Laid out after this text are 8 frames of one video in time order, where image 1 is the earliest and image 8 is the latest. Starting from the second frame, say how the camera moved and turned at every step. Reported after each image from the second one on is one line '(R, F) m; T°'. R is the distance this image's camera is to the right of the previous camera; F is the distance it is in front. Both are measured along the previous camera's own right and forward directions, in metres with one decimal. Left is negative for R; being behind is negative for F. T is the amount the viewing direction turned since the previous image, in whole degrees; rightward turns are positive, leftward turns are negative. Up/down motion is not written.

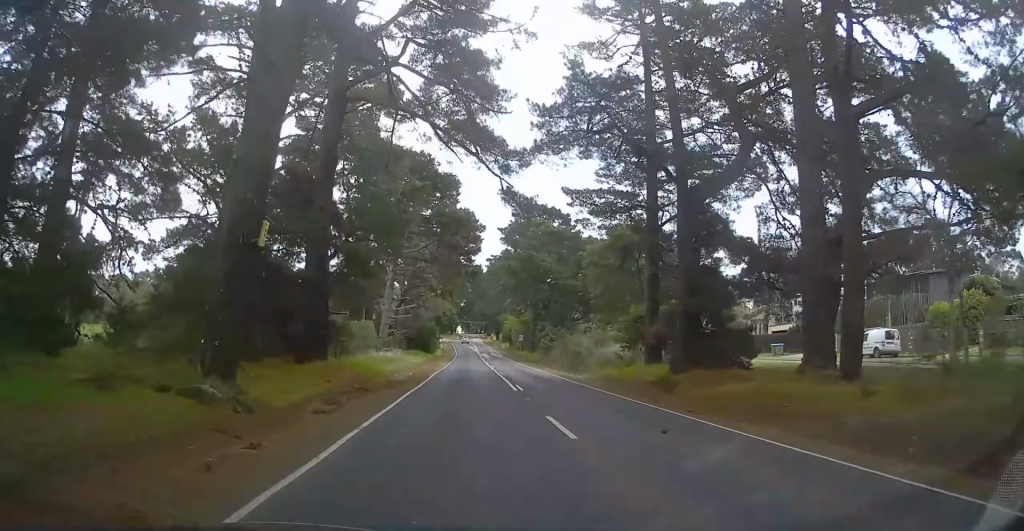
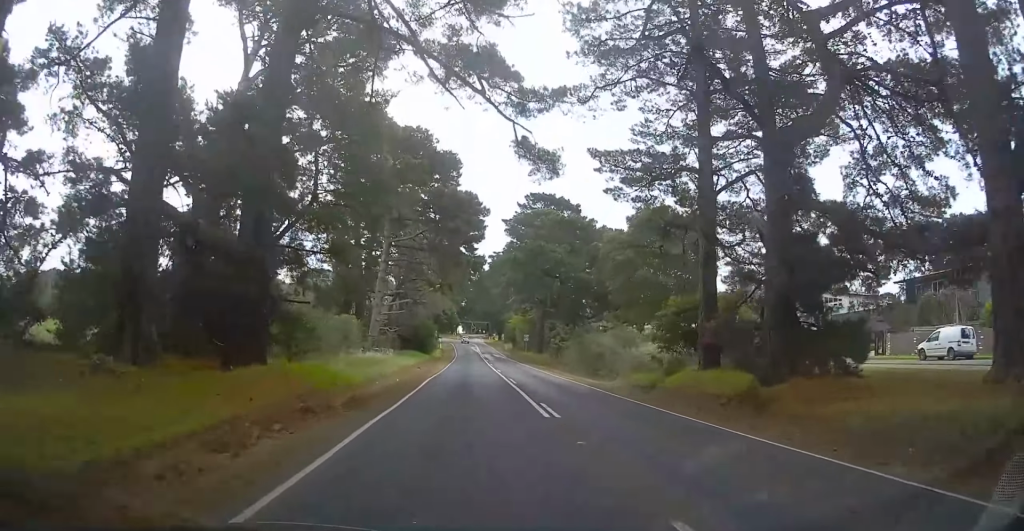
(0.0, +7.1) m; 0°
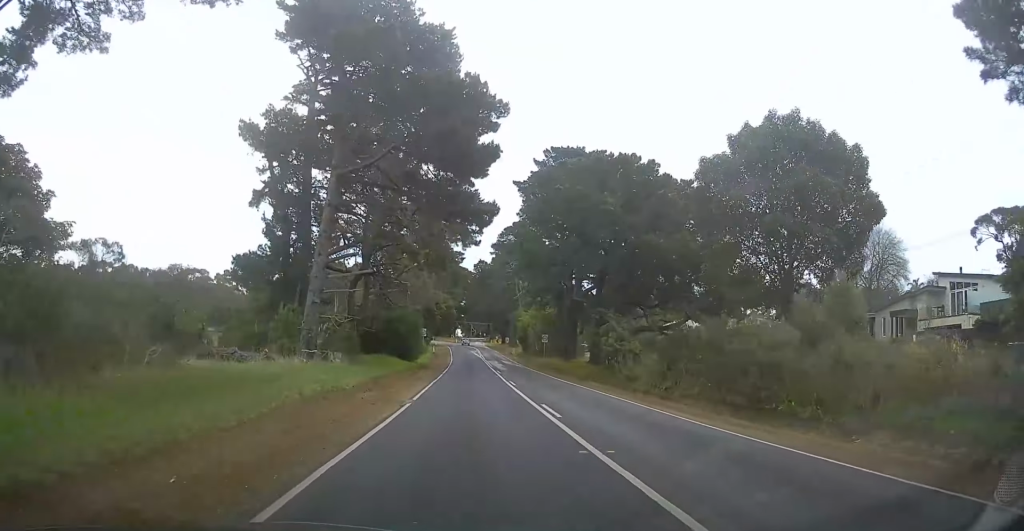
(0.0, +22.8) m; -1°
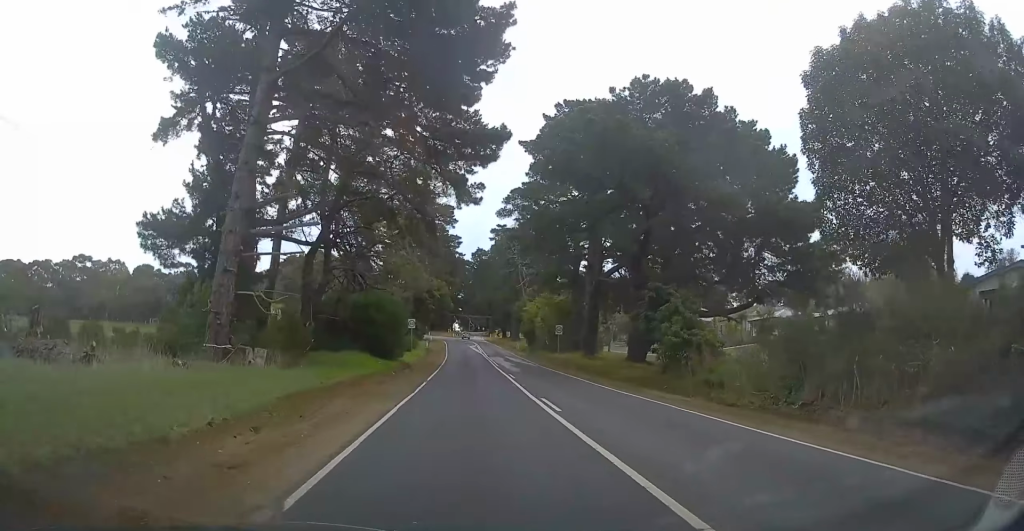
(-0.1, +11.7) m; 0°
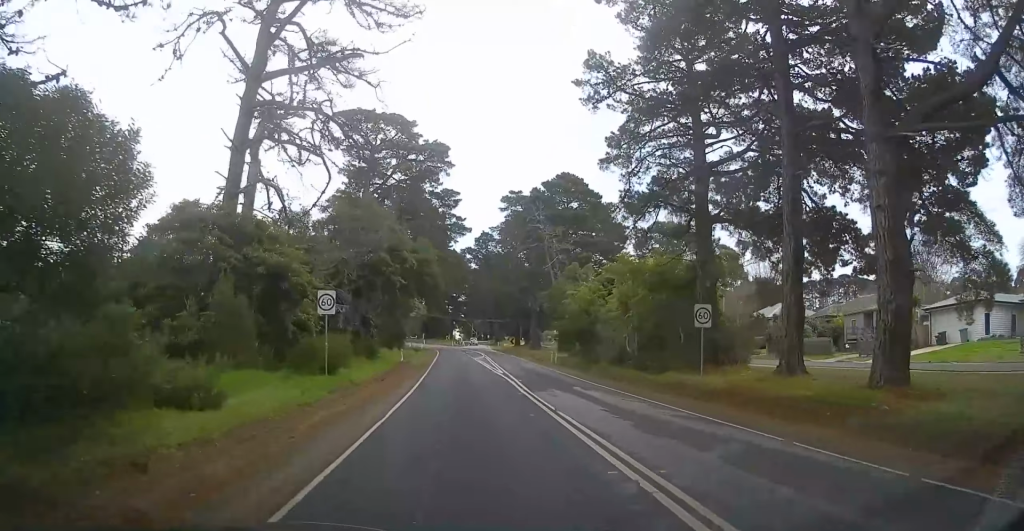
(+0.2, +35.6) m; +1°
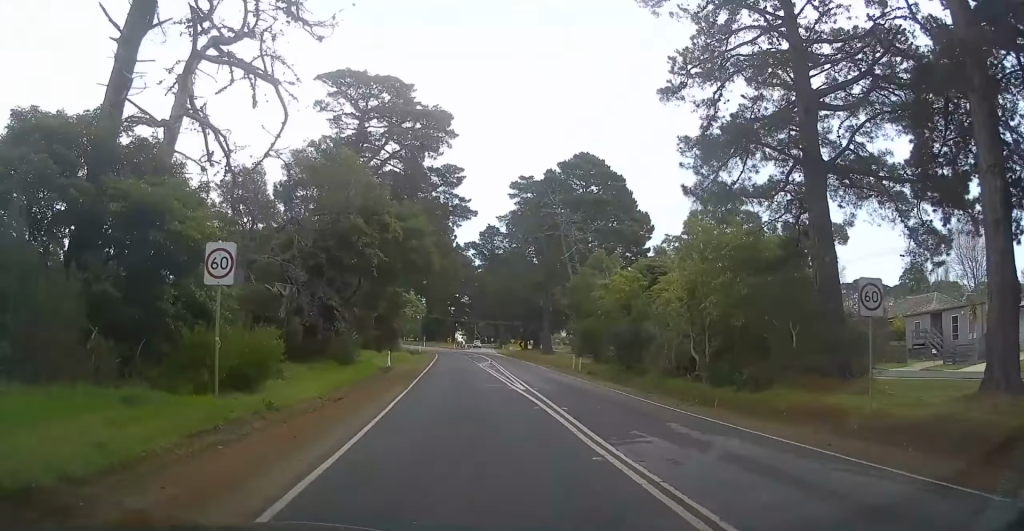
(0.0, +10.3) m; 0°
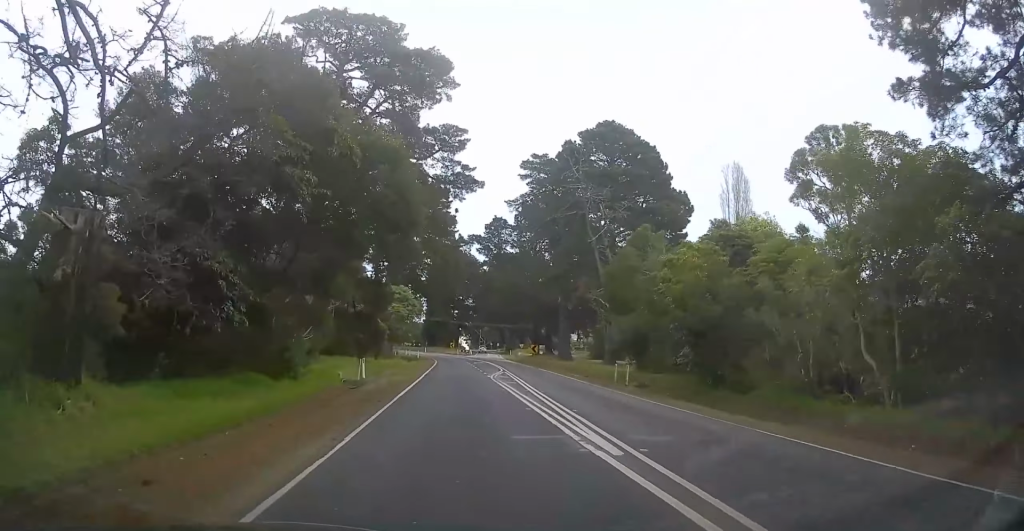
(0.0, +11.5) m; -1°
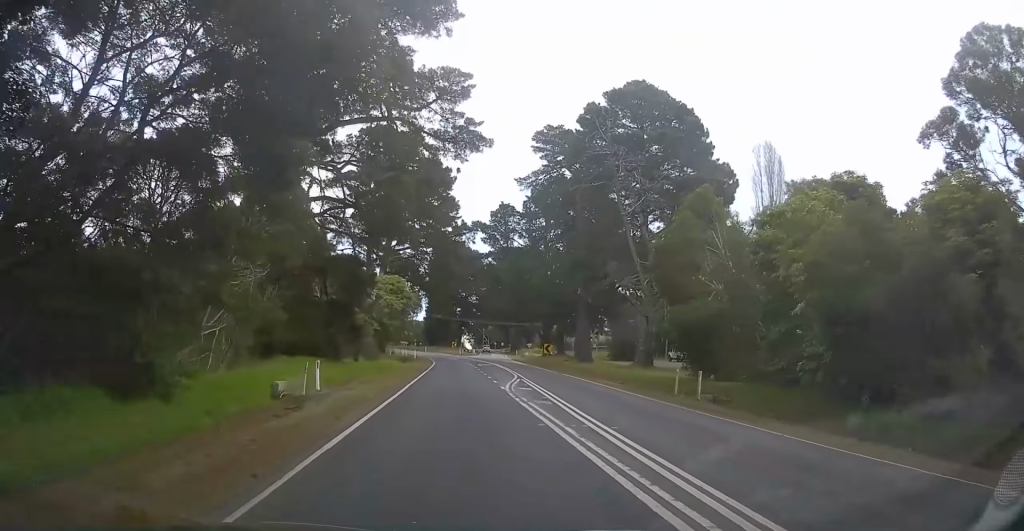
(-0.1, +9.7) m; -1°
